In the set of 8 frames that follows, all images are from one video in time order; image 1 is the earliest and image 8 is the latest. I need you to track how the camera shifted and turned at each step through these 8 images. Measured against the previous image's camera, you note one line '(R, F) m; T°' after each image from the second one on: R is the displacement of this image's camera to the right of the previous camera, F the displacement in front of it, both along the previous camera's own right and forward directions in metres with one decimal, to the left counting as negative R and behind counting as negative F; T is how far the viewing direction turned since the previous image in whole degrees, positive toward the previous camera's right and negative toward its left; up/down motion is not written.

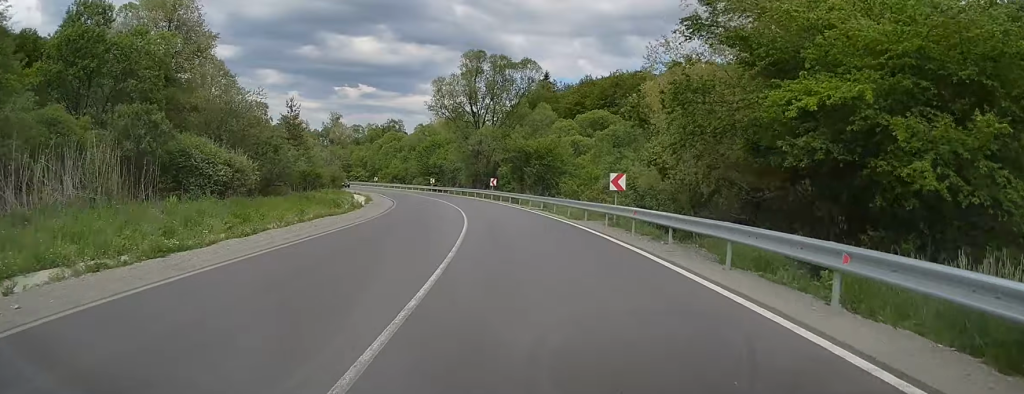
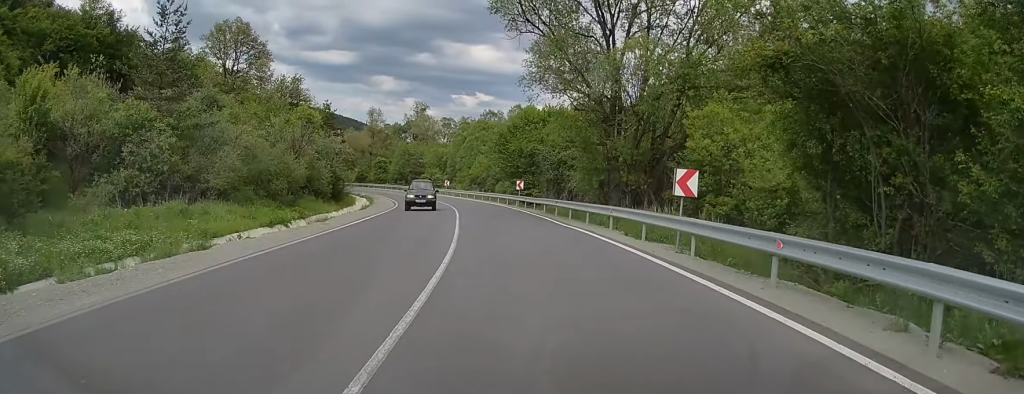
(-4.0, +45.4) m; -10°
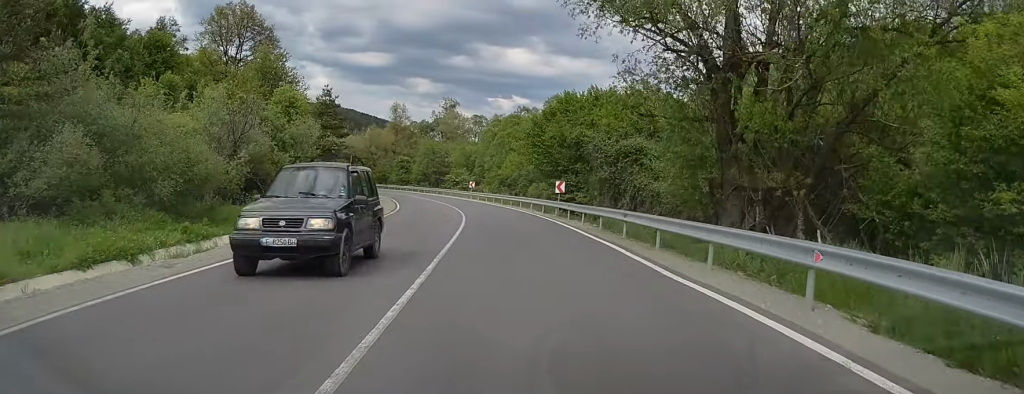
(-0.7, +13.6) m; -3°
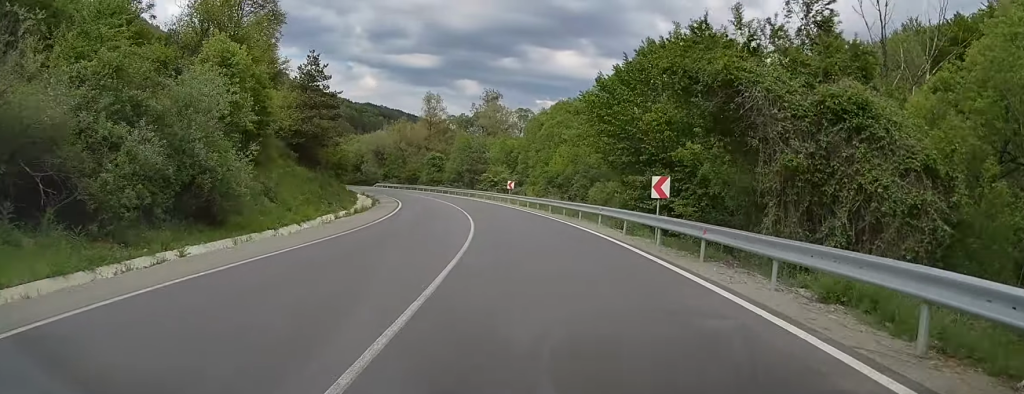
(-0.6, +18.1) m; -3°
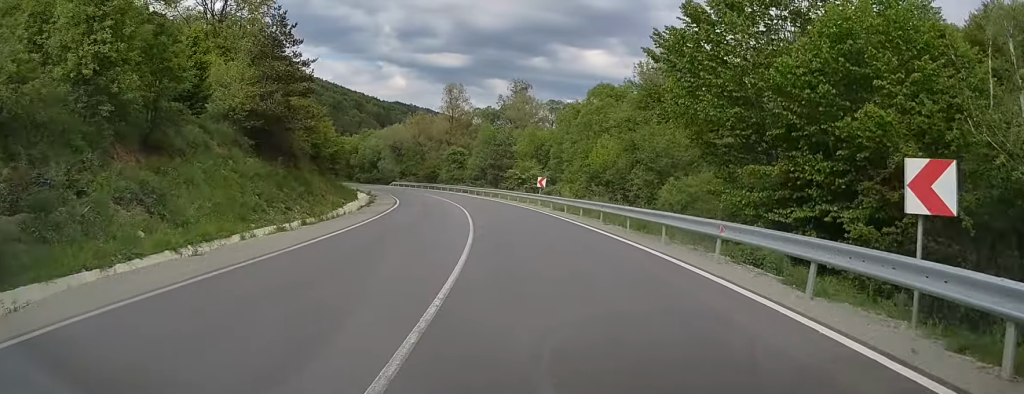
(0.0, +12.8) m; -2°
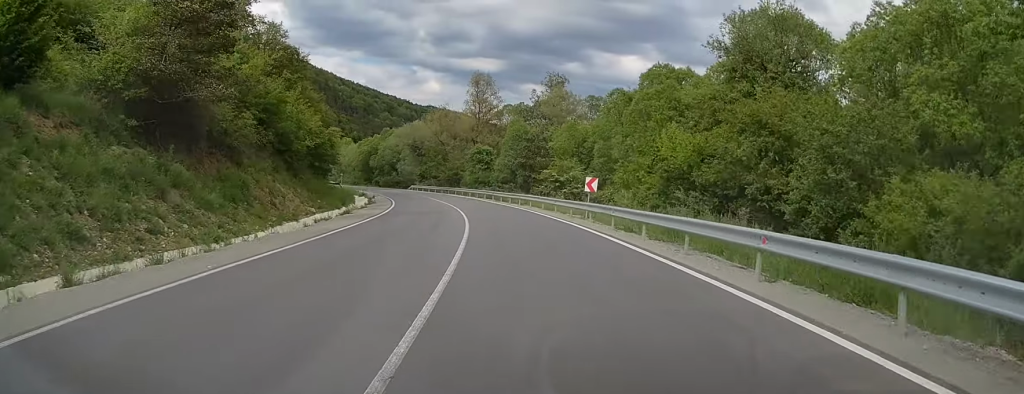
(-0.5, +14.4) m; -3°
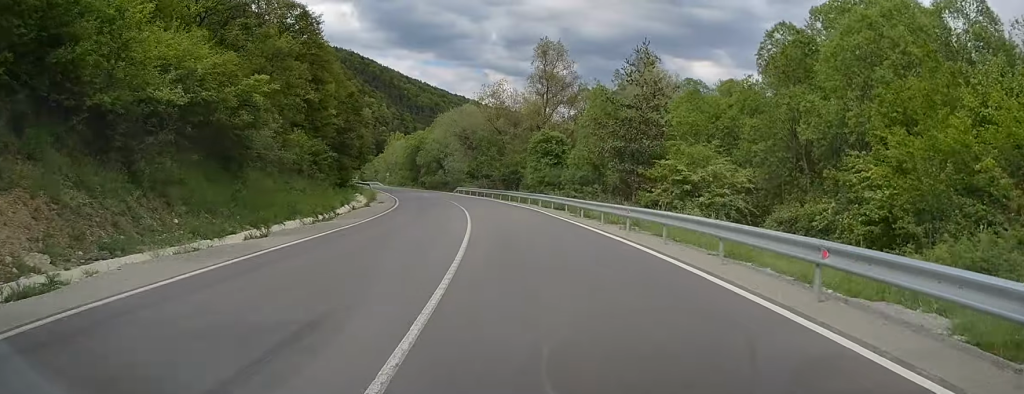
(-1.5, +25.7) m; -6°
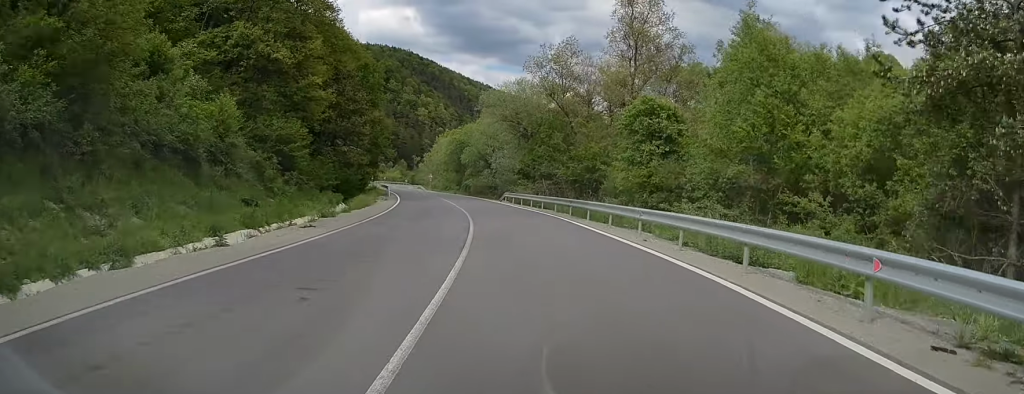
(-1.0, +25.0) m; -6°
